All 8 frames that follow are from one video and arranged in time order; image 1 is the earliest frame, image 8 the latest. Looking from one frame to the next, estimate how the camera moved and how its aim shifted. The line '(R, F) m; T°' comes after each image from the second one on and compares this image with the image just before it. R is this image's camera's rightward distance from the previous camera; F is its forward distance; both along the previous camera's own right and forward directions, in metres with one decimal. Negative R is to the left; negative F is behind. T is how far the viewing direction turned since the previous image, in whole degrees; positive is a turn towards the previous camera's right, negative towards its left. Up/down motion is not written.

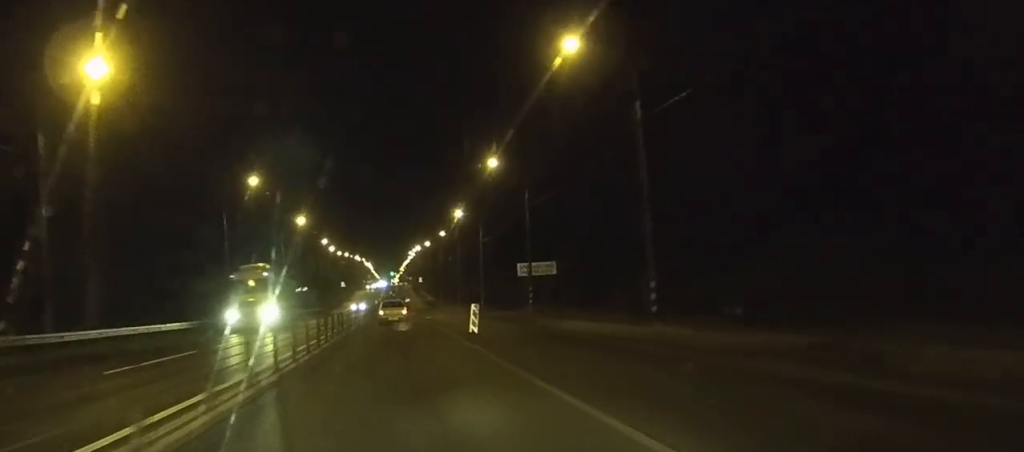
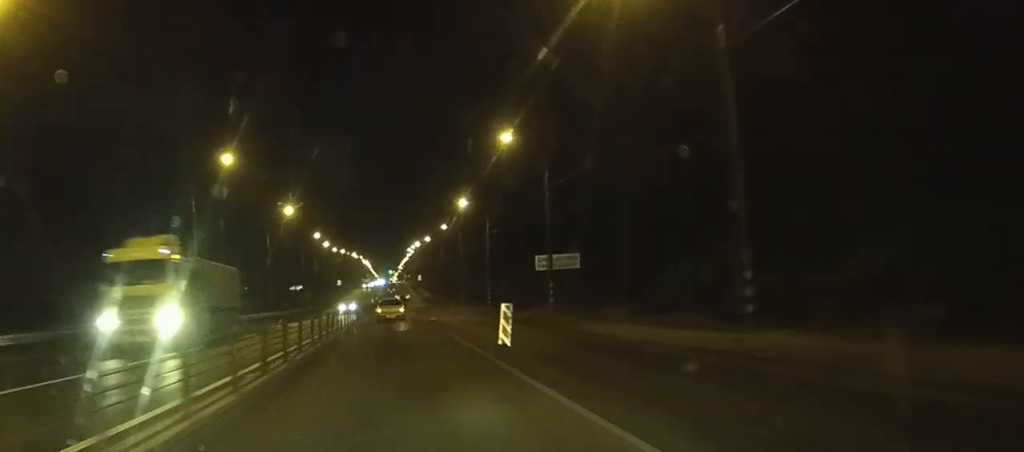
(0.0, +9.5) m; 0°
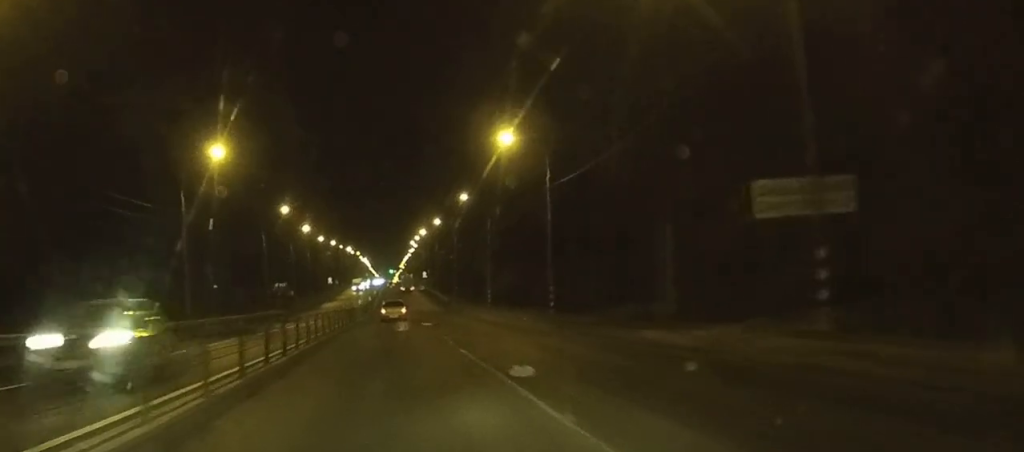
(-0.2, +36.2) m; -1°
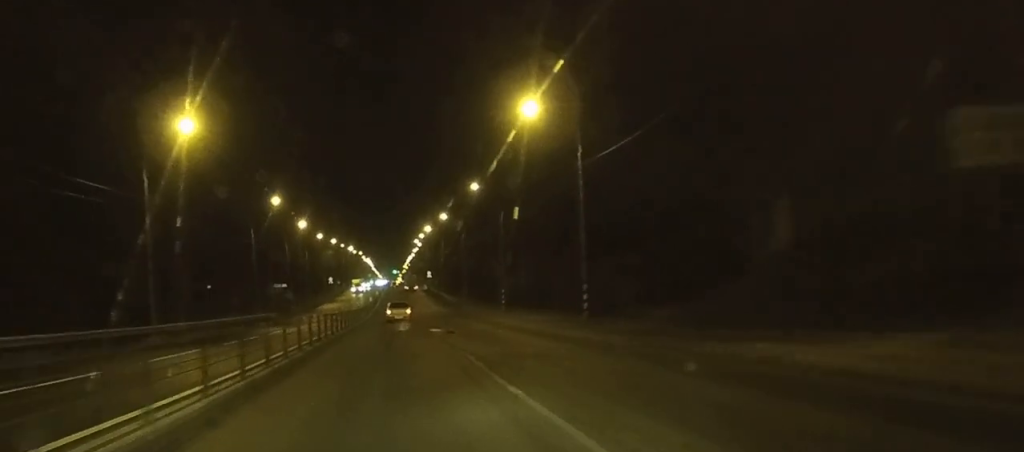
(0.0, +8.8) m; 0°
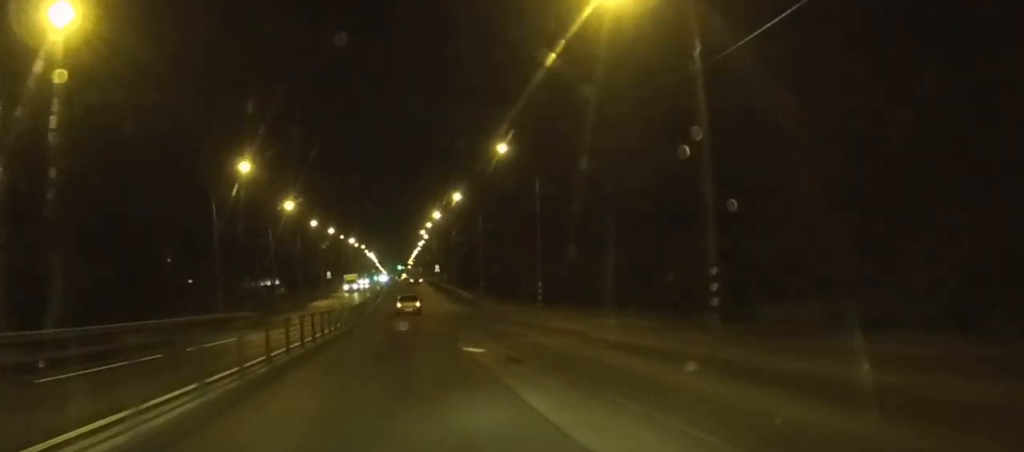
(0.0, +18.5) m; 0°
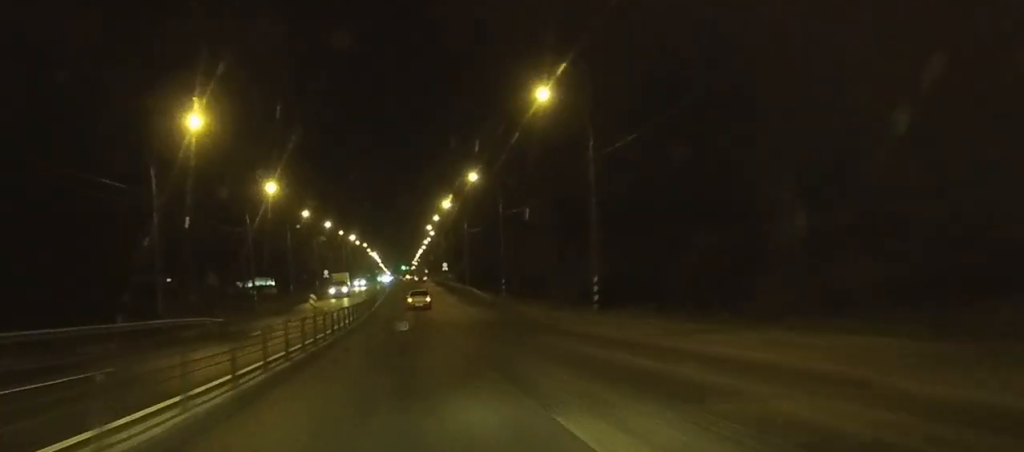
(-0.1, +16.6) m; 0°
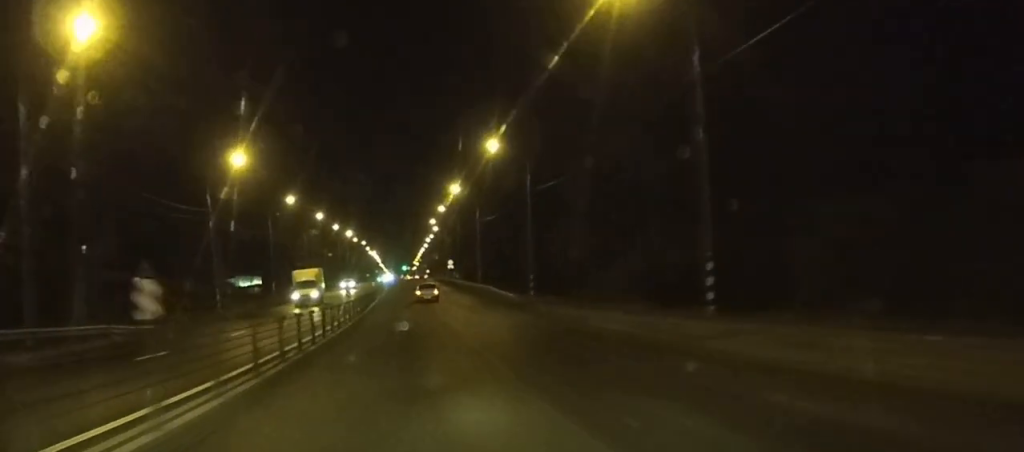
(0.0, +17.1) m; 0°
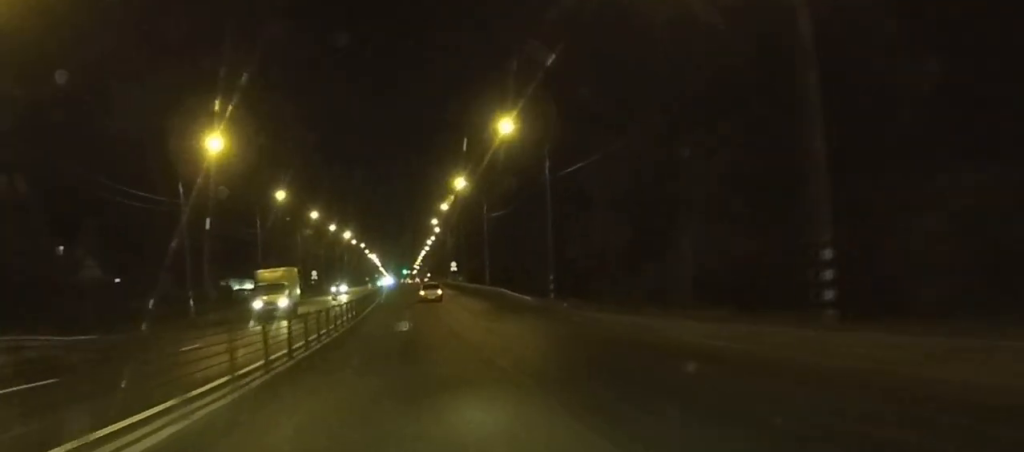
(0.0, +8.4) m; 0°
